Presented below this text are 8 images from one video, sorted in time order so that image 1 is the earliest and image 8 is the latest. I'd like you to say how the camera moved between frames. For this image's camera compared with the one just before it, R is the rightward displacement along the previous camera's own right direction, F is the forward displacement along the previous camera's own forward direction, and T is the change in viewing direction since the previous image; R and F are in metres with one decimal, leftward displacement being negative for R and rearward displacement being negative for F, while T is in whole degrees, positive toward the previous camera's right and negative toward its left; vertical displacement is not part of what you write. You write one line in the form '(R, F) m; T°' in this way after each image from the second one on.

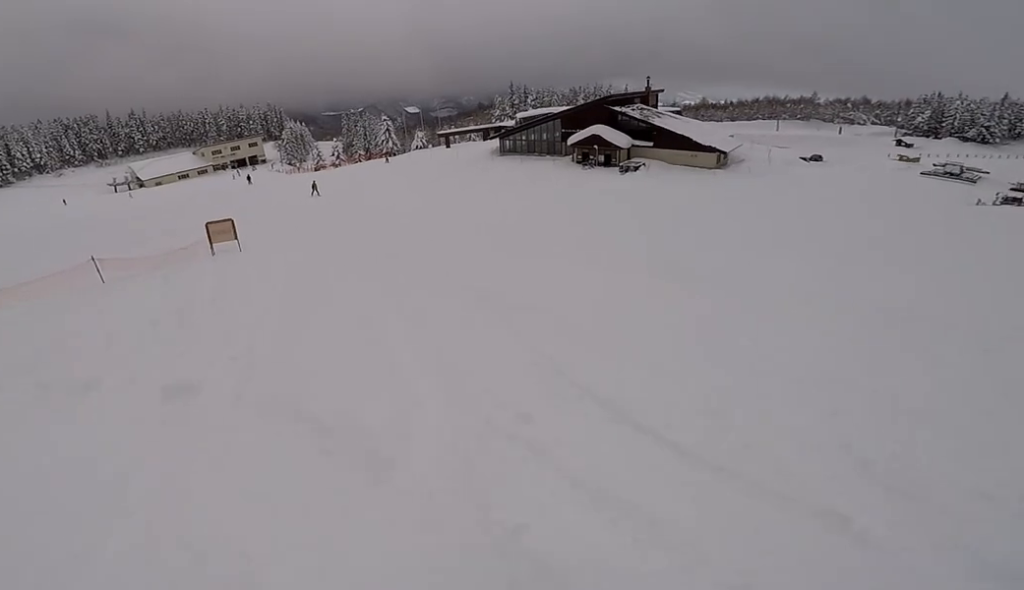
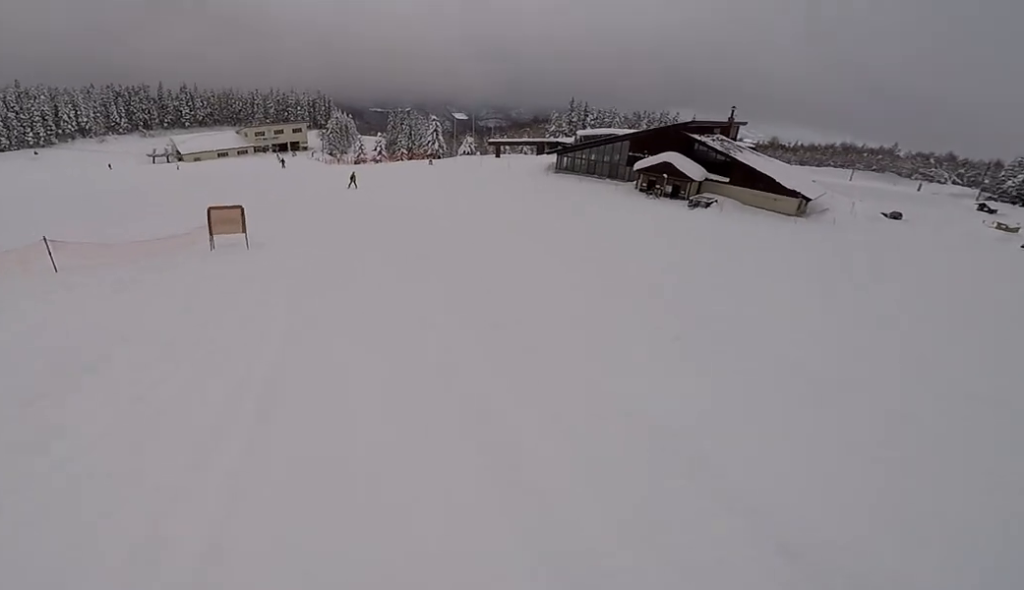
(0.0, +4.9) m; -3°
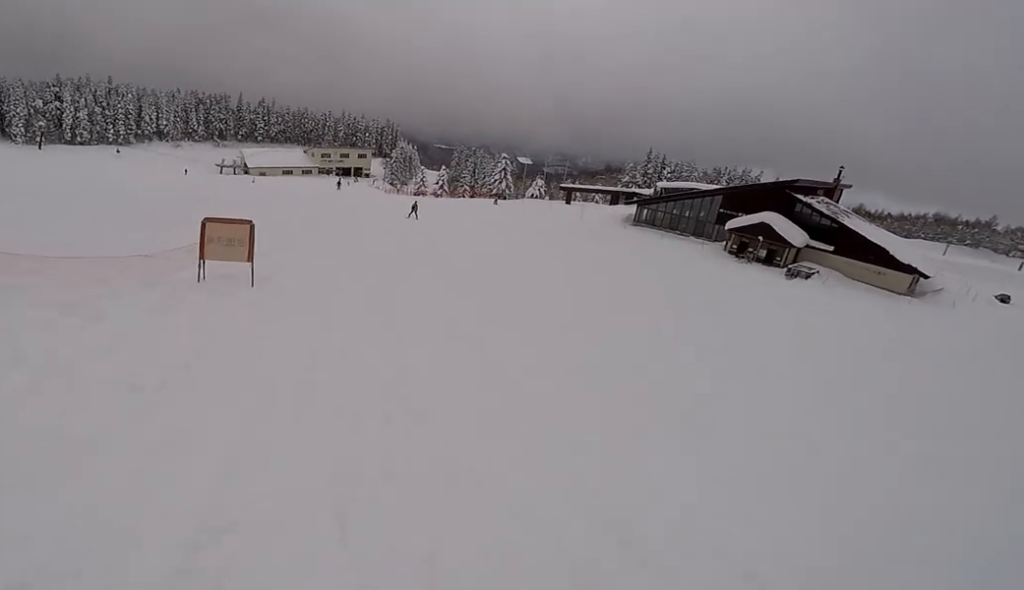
(-0.5, +5.4) m; -3°
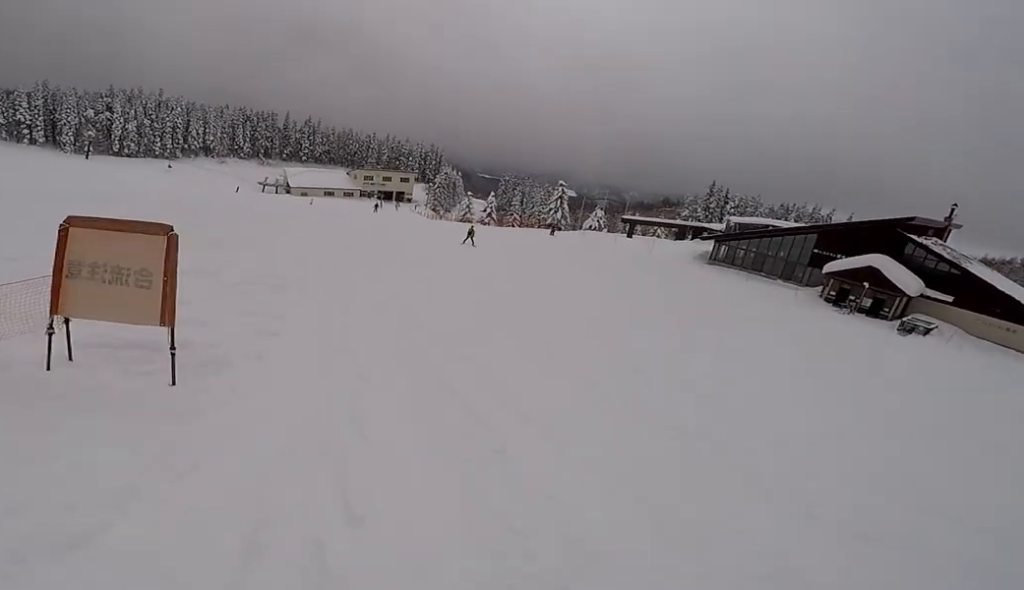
(-0.2, +6.0) m; -2°
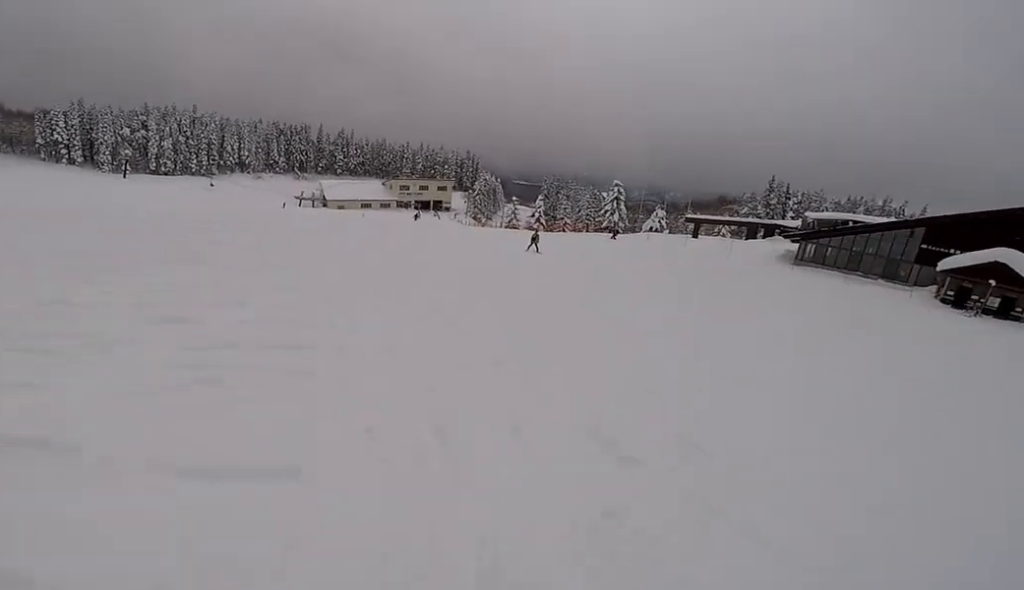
(0.0, +4.6) m; 0°
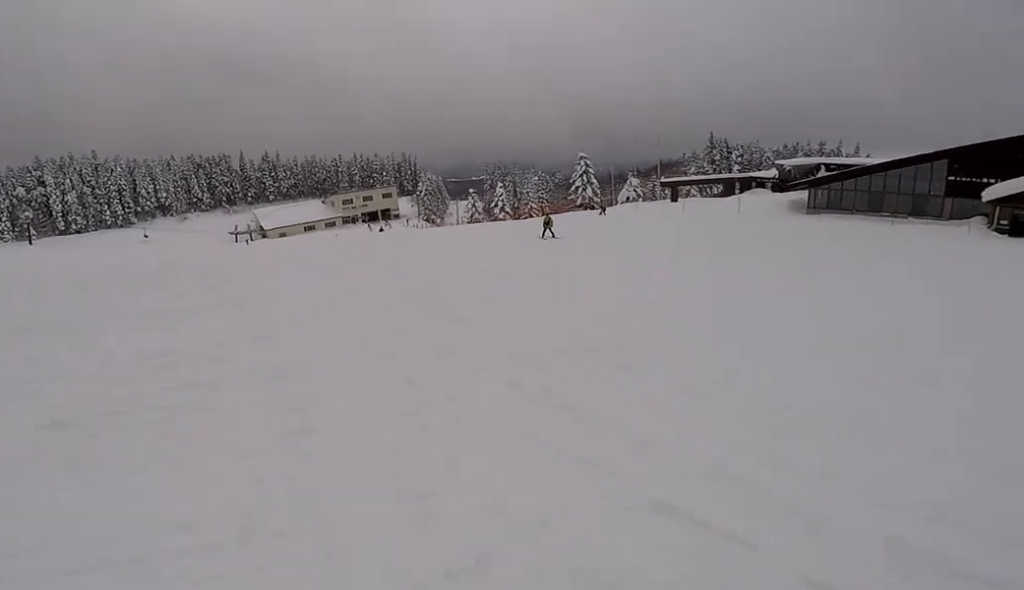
(0.0, +9.1) m; 0°
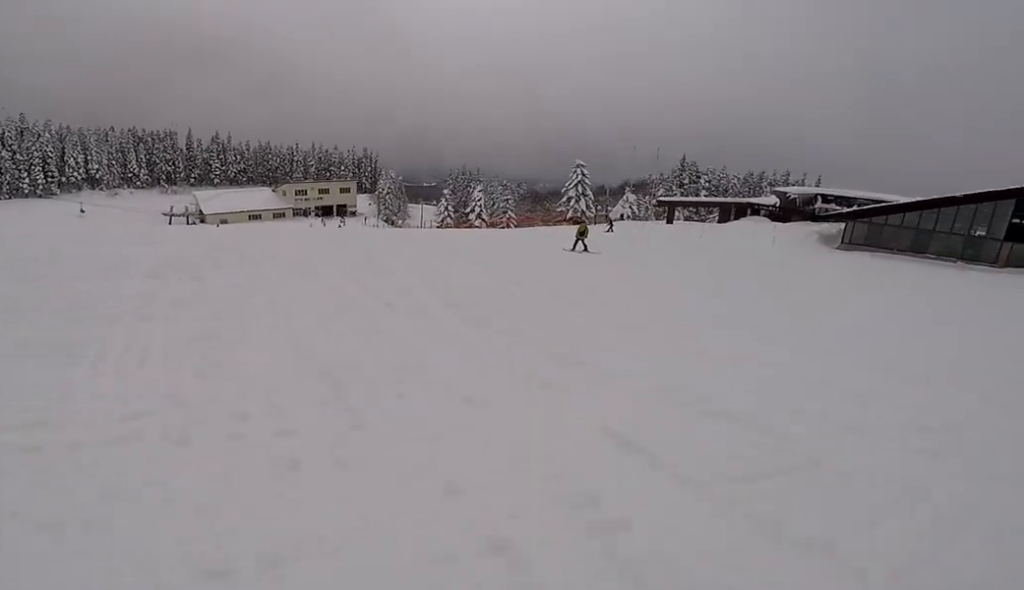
(0.0, +9.7) m; 0°
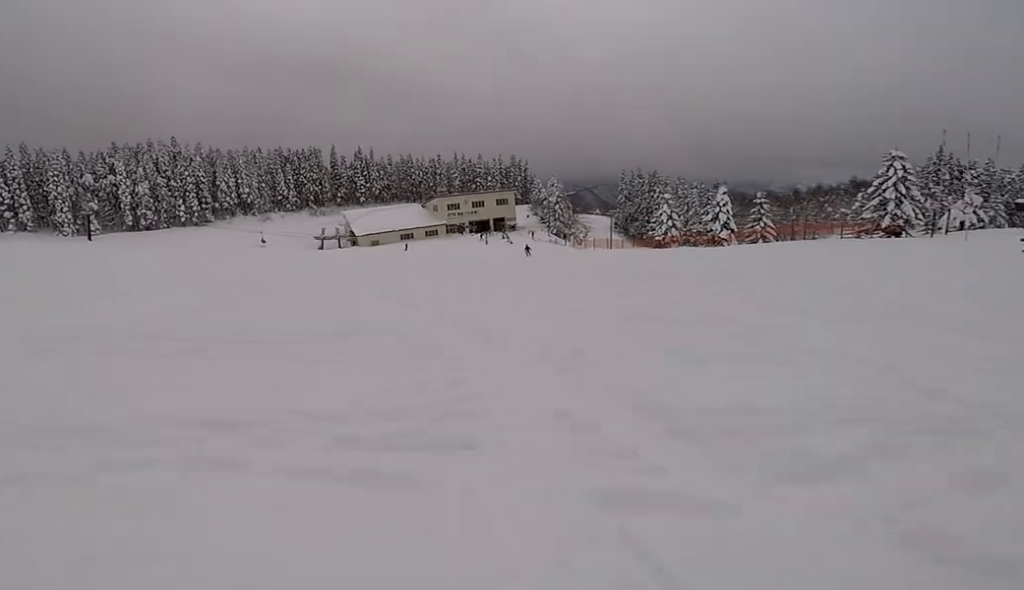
(0.0, +15.2) m; 0°
